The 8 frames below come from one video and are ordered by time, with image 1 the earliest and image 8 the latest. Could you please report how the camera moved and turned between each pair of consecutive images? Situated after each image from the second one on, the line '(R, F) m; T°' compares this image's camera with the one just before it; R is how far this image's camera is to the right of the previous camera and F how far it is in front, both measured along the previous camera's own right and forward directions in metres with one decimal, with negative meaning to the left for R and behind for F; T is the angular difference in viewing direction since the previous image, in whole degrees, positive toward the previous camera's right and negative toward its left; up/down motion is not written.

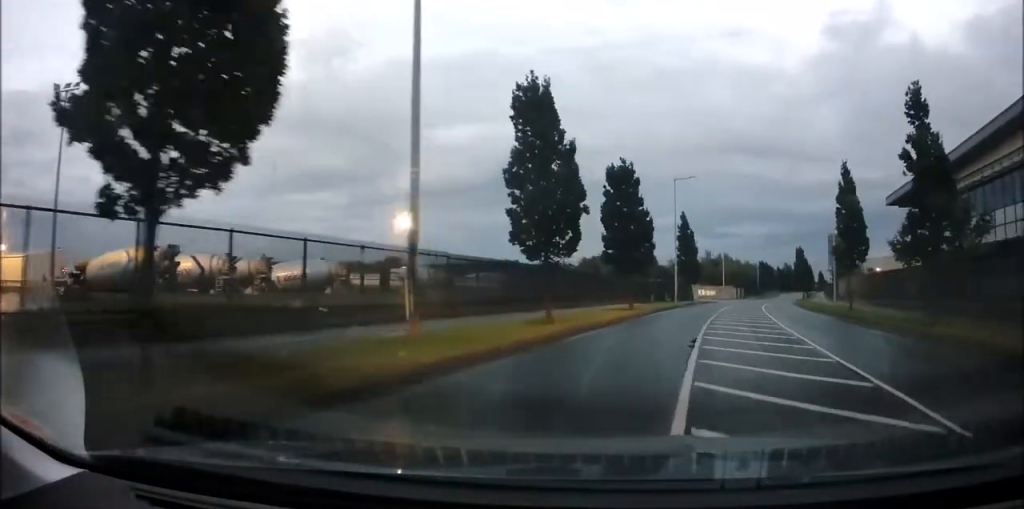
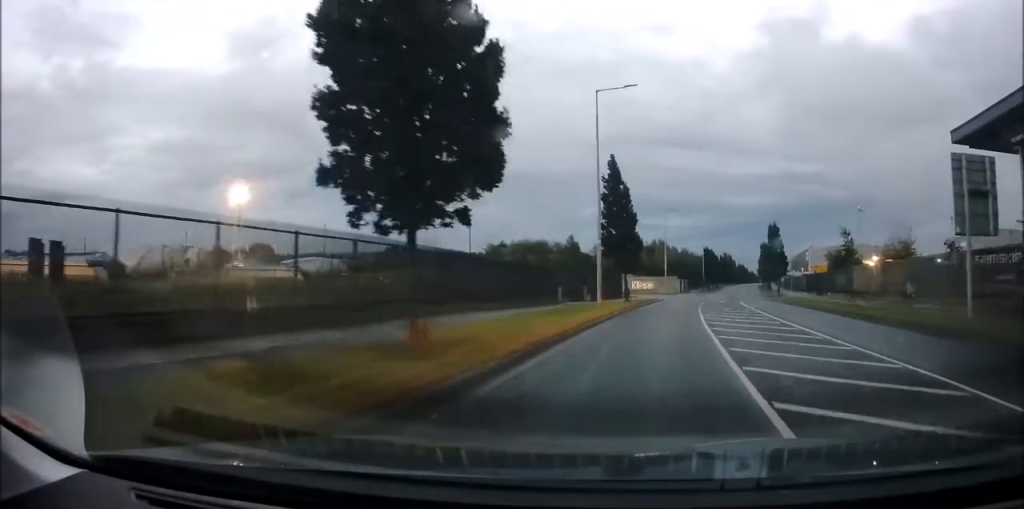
(+1.0, +24.7) m; +5°
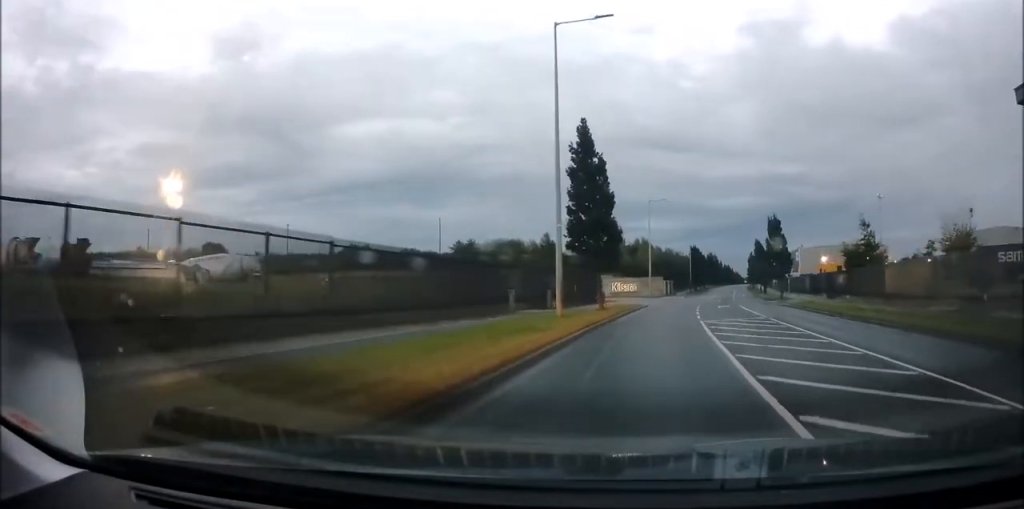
(+0.2, +9.2) m; +2°
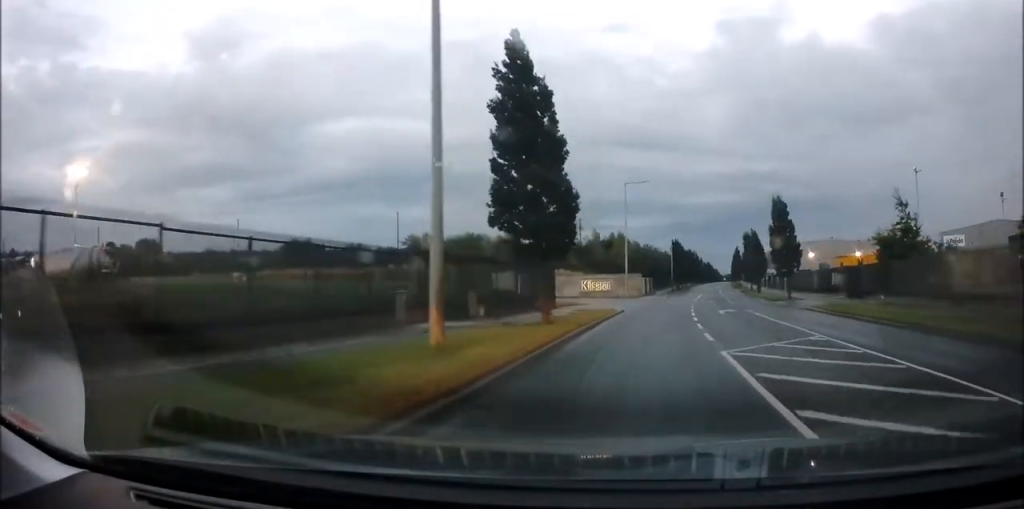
(+0.1, +11.1) m; +2°
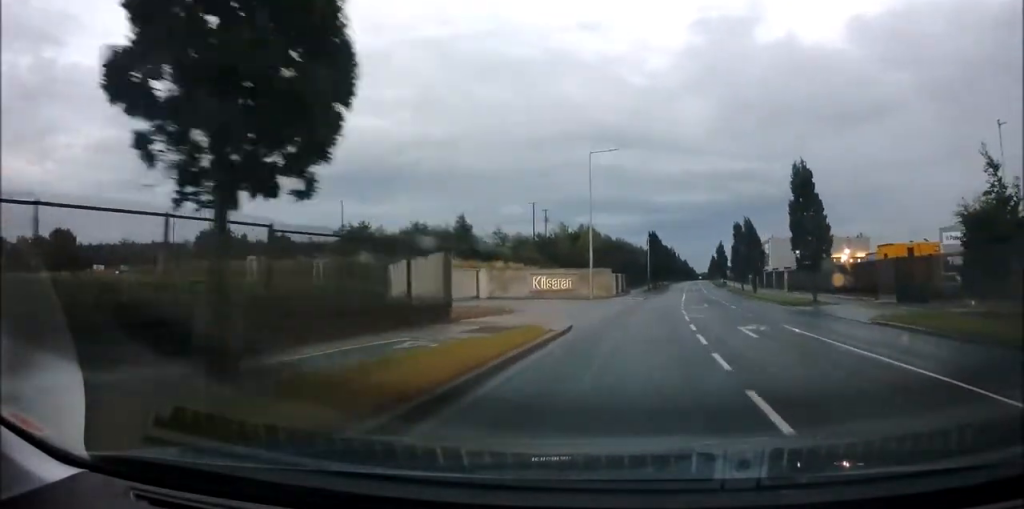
(+0.3, +13.6) m; +4°
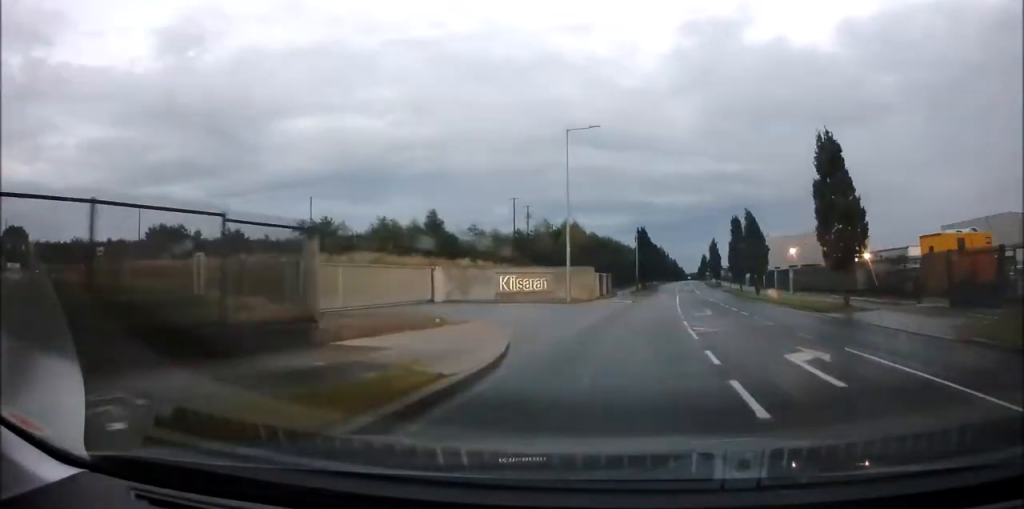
(+0.2, +7.3) m; +2°
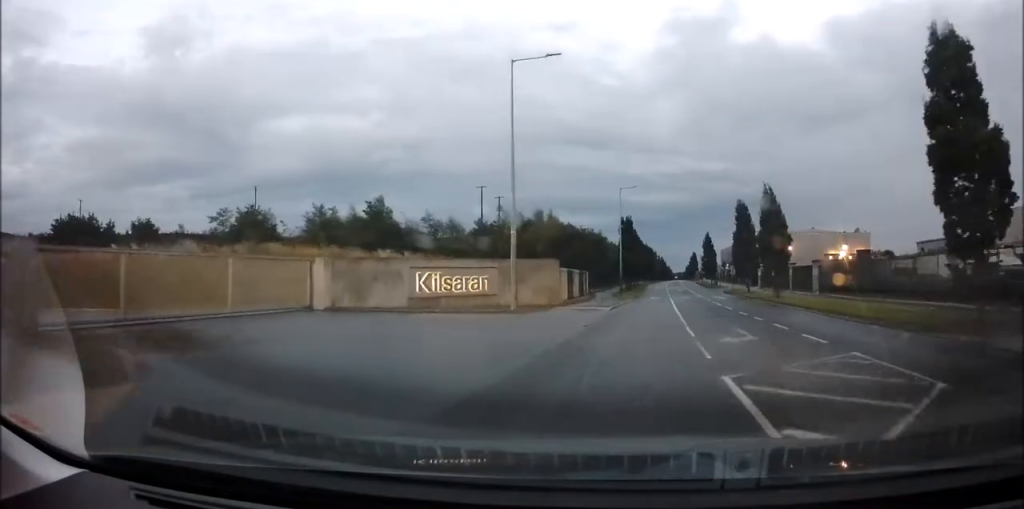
(+0.3, +13.0) m; +1°
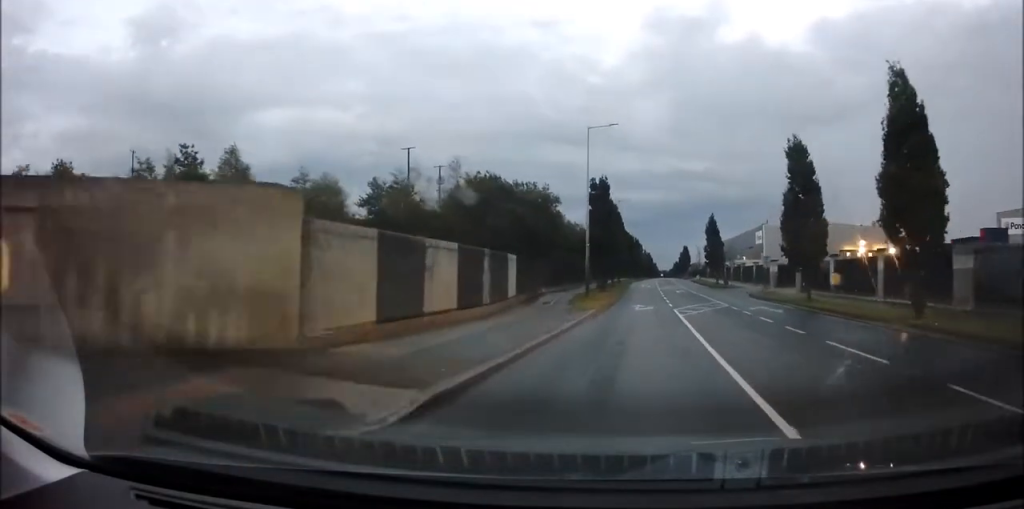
(-0.3, +25.4) m; -1°
